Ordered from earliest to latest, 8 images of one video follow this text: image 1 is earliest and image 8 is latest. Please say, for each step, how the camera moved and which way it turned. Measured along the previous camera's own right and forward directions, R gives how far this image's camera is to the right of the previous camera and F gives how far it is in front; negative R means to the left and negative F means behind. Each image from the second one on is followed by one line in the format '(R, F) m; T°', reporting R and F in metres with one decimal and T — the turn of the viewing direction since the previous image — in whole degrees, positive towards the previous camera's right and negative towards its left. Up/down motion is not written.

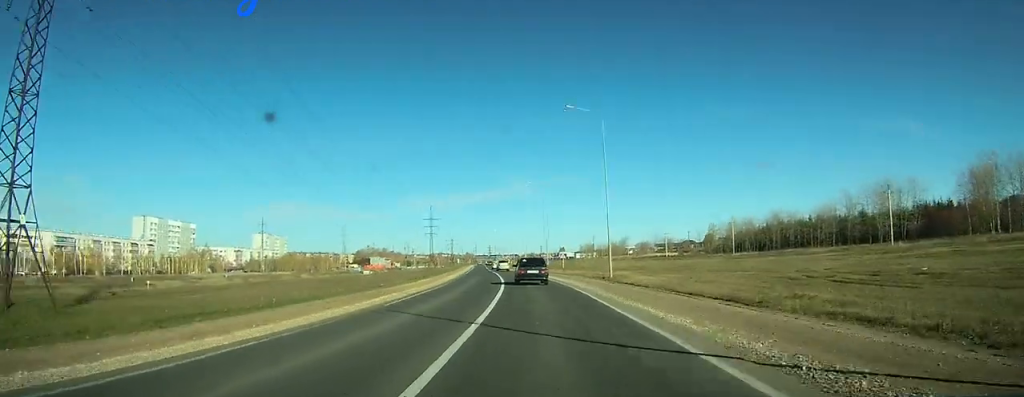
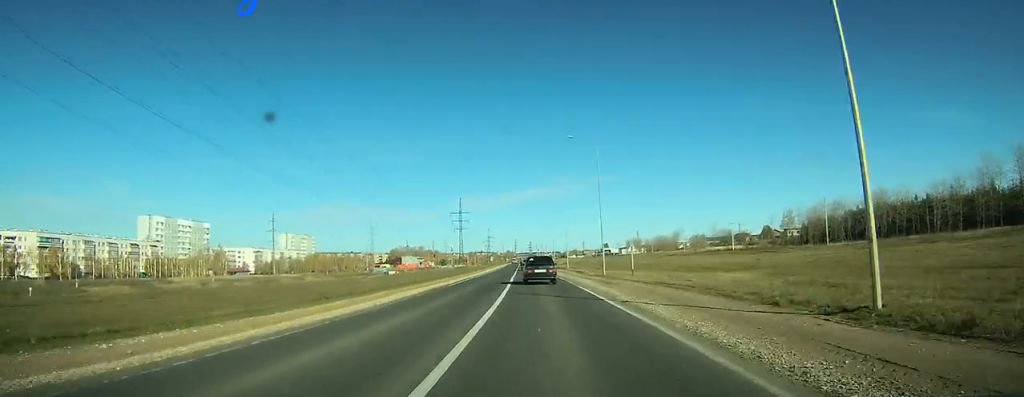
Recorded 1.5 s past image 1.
(-0.9, +29.3) m; -3°
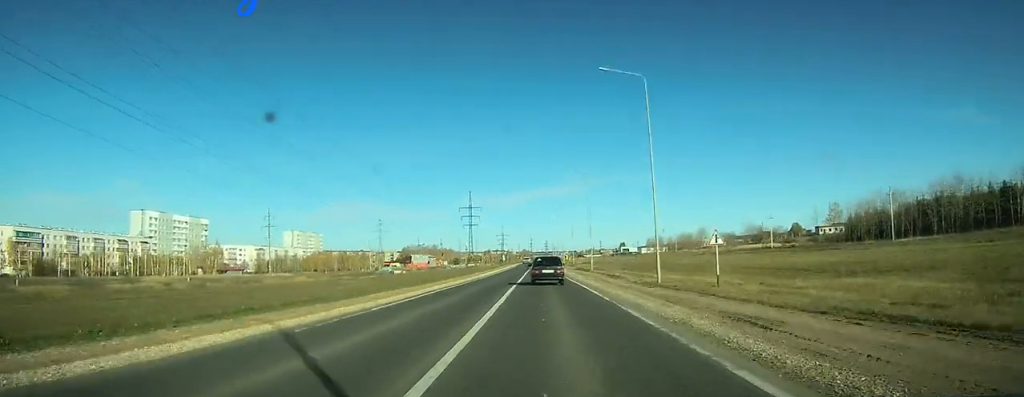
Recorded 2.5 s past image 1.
(0.0, +17.9) m; -2°
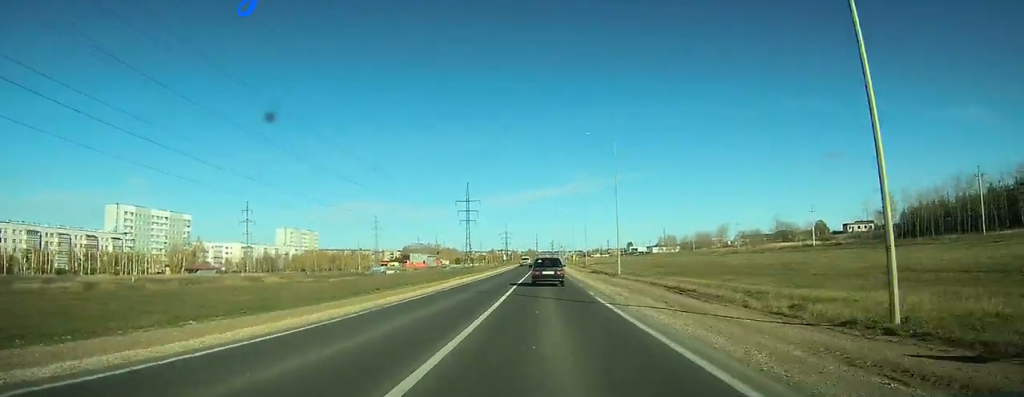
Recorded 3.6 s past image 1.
(-0.8, +22.1) m; -2°
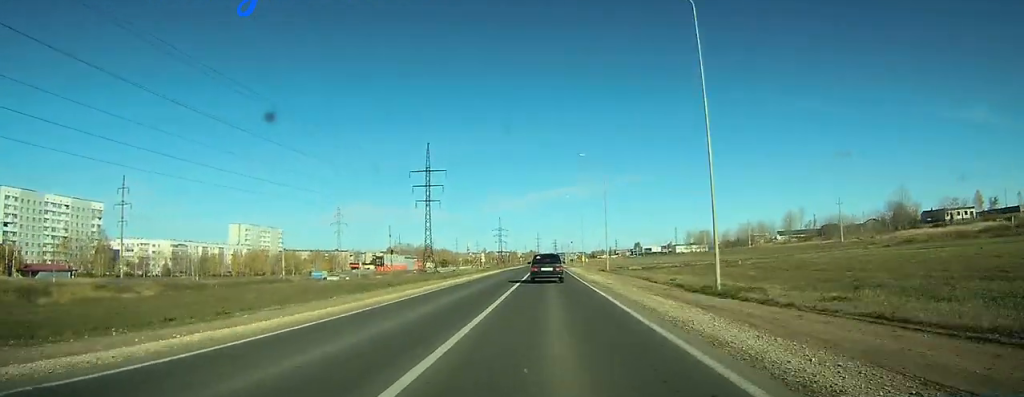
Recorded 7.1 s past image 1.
(-2.0, +67.4) m; -2°
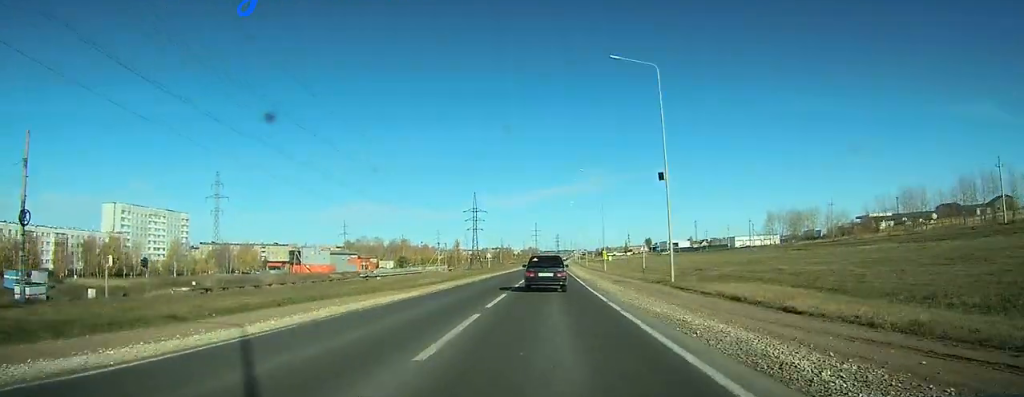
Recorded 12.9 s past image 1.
(+0.3, +106.7) m; 0°
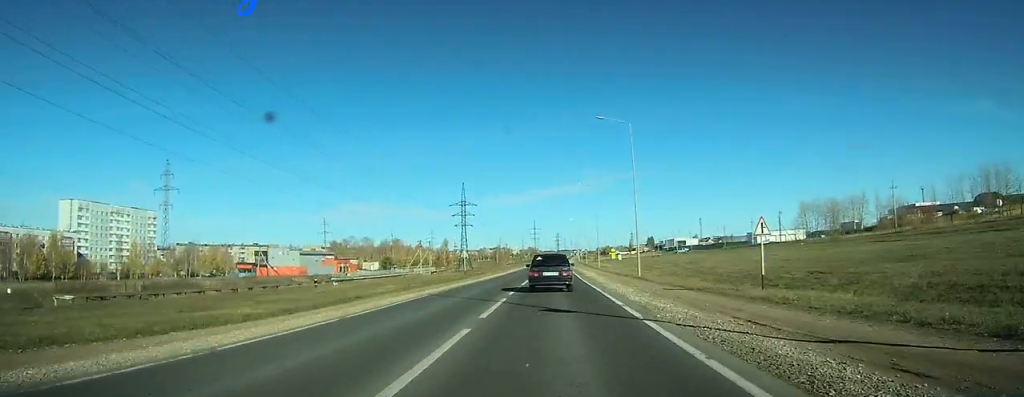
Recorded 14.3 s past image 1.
(-0.2, +25.5) m; 0°
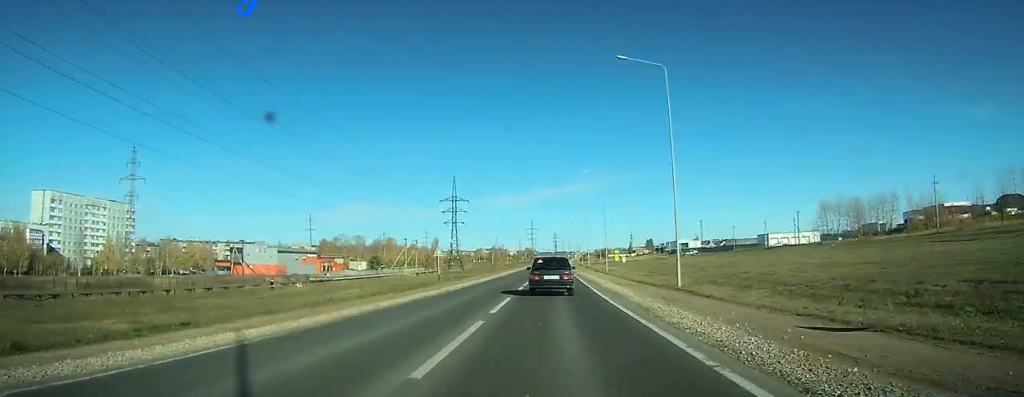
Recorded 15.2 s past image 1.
(0.0, +15.0) m; 0°
